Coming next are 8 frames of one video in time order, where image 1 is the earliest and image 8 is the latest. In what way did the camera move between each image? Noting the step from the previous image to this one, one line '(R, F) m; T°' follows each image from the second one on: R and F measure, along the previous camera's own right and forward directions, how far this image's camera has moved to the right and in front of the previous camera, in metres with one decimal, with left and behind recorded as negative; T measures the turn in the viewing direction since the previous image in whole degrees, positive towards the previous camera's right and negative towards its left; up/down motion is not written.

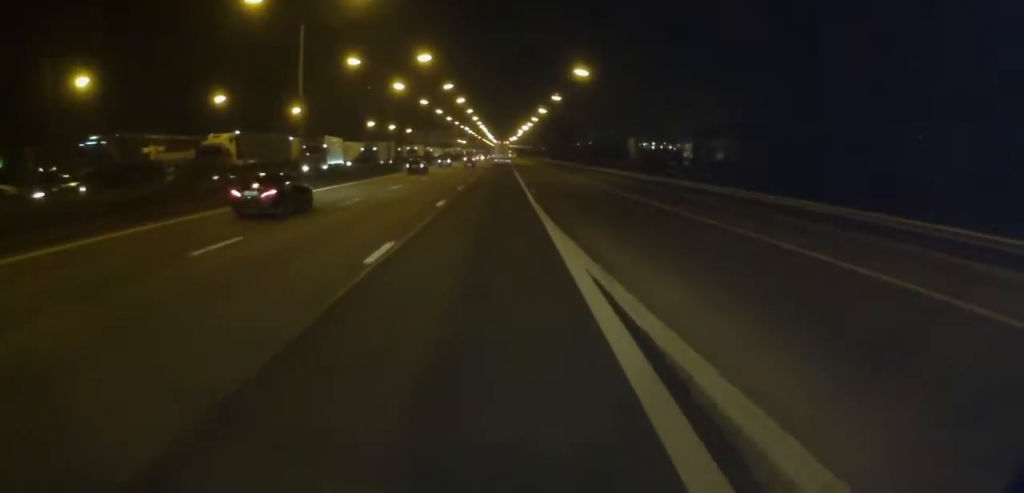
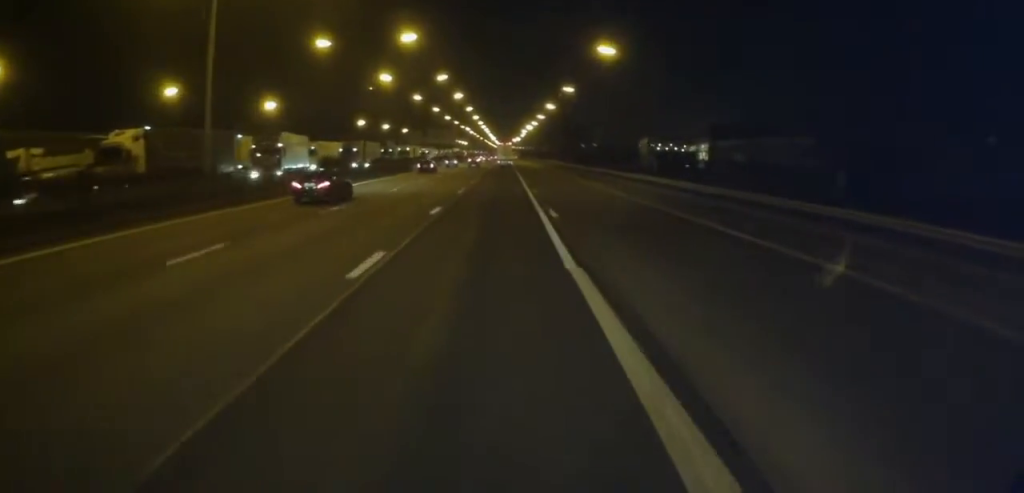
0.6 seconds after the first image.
(+0.2, +14.0) m; 0°
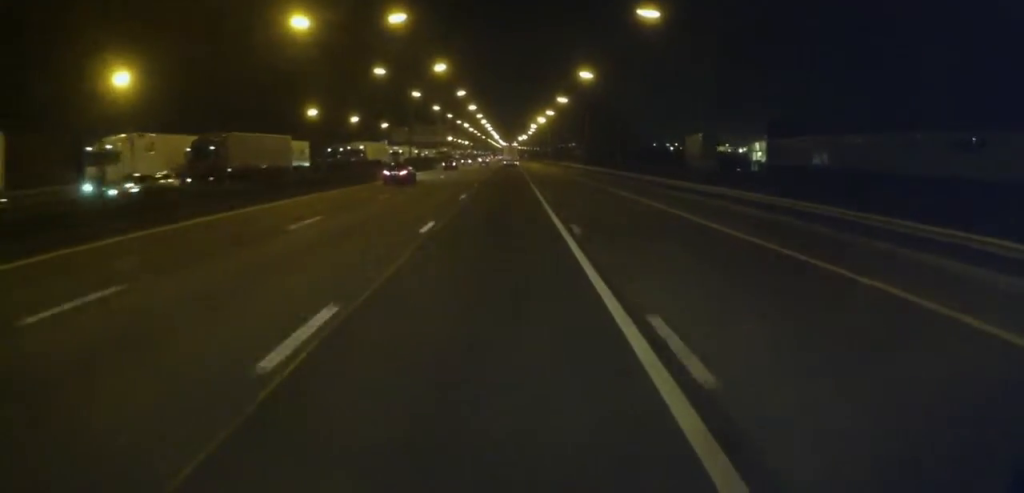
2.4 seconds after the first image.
(+0.1, +41.3) m; 0°
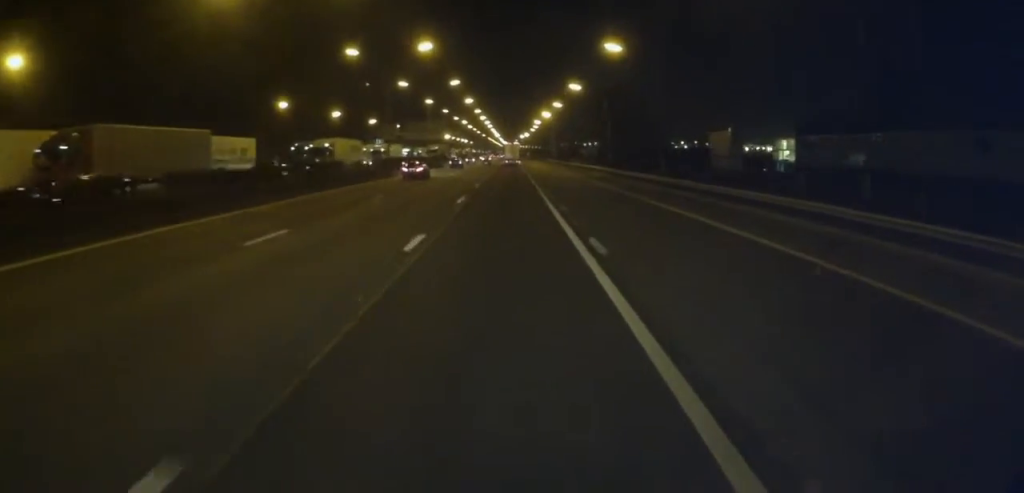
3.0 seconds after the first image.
(+0.2, +15.5) m; 0°
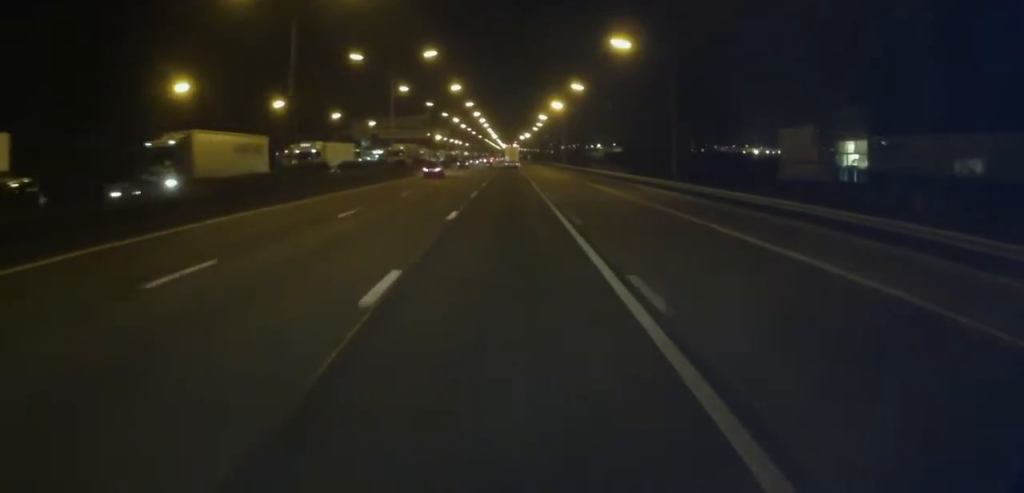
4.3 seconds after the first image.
(-0.5, +30.4) m; -1°
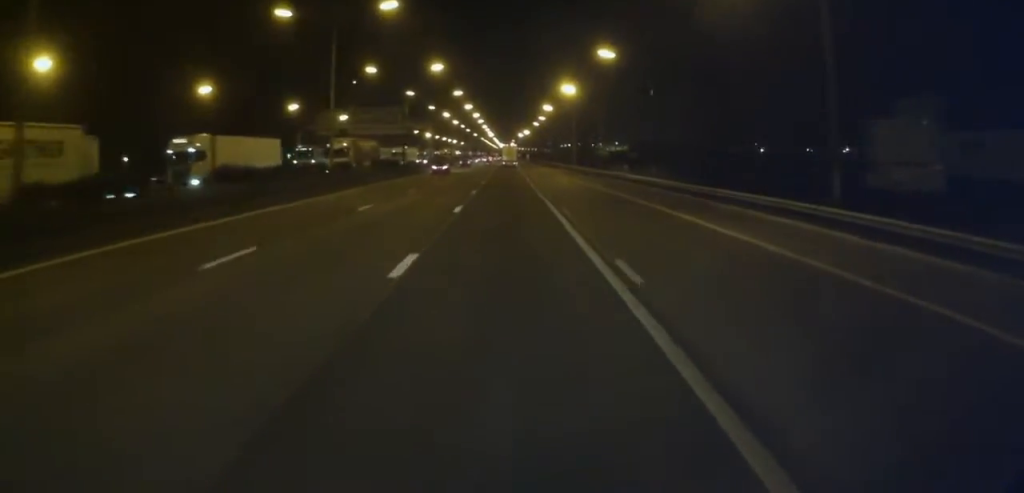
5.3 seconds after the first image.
(0.0, +22.6) m; 0°
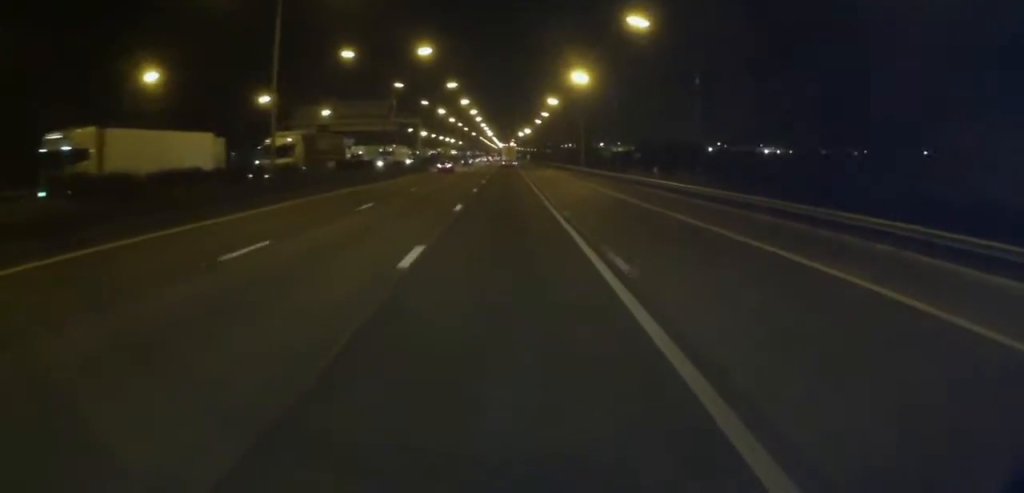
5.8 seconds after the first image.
(+0.1, +11.7) m; 0°
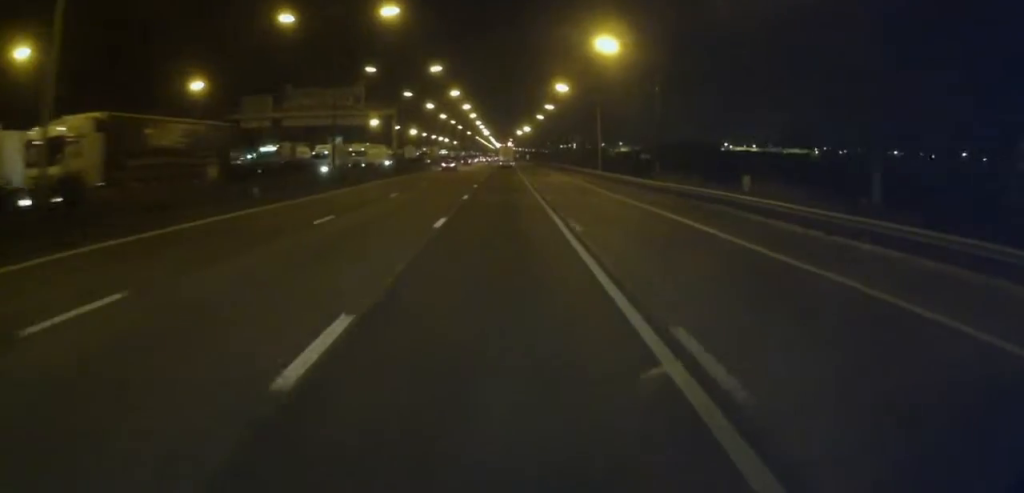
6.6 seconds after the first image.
(+0.1, +18.9) m; 0°
